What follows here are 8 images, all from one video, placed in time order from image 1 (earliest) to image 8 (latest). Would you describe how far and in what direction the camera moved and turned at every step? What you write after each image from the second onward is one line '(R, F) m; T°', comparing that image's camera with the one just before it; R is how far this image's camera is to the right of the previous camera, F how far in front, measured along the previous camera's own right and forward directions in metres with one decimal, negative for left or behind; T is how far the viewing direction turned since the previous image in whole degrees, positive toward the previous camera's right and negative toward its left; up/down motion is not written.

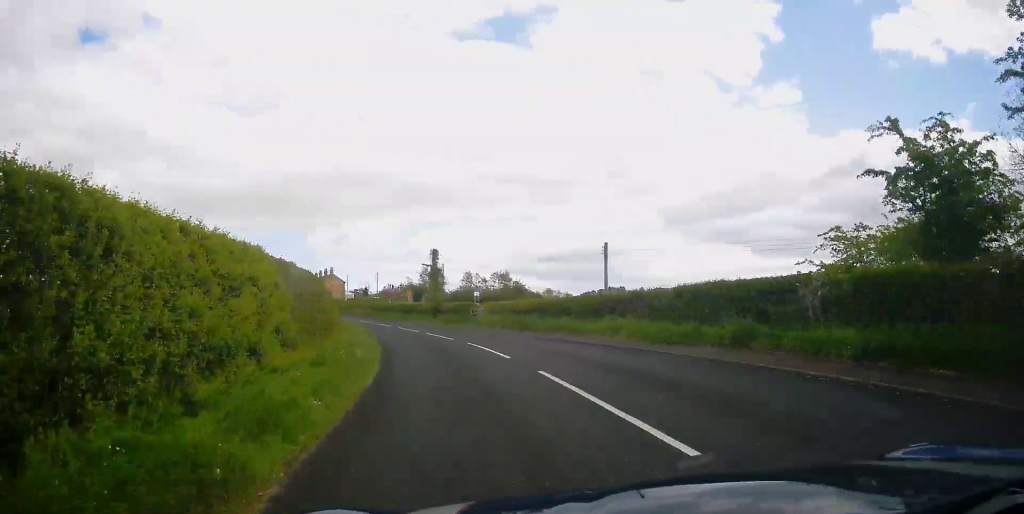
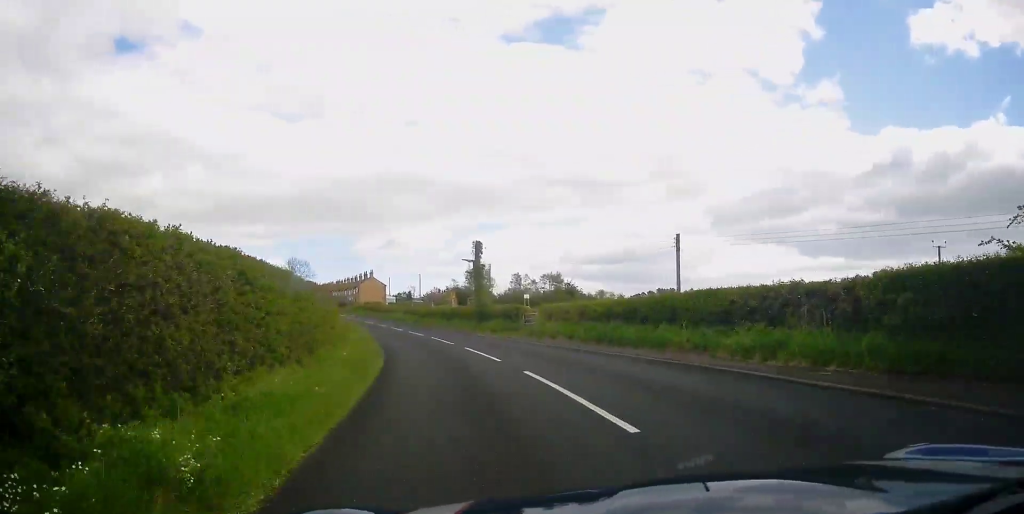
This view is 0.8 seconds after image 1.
(-0.3, +7.6) m; -5°
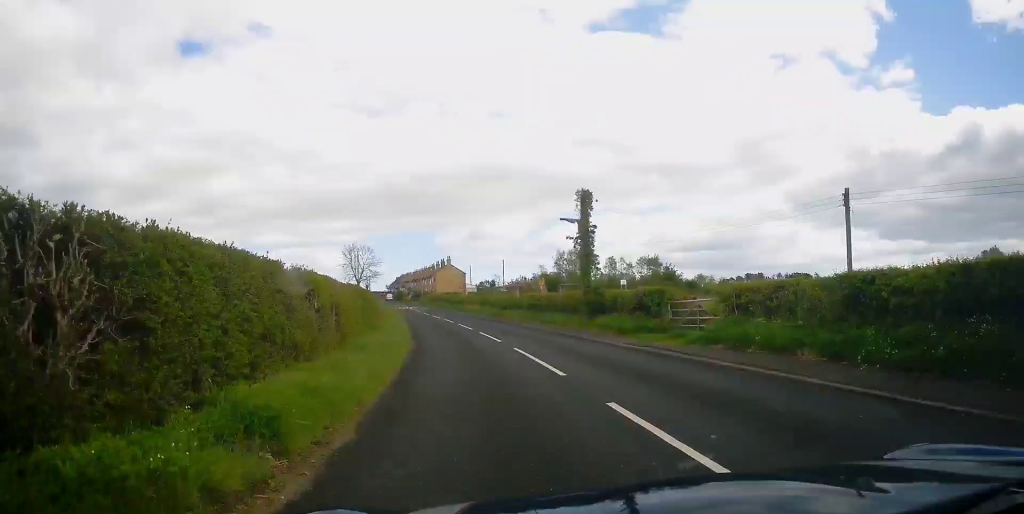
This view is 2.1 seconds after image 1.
(-0.9, +12.9) m; -6°
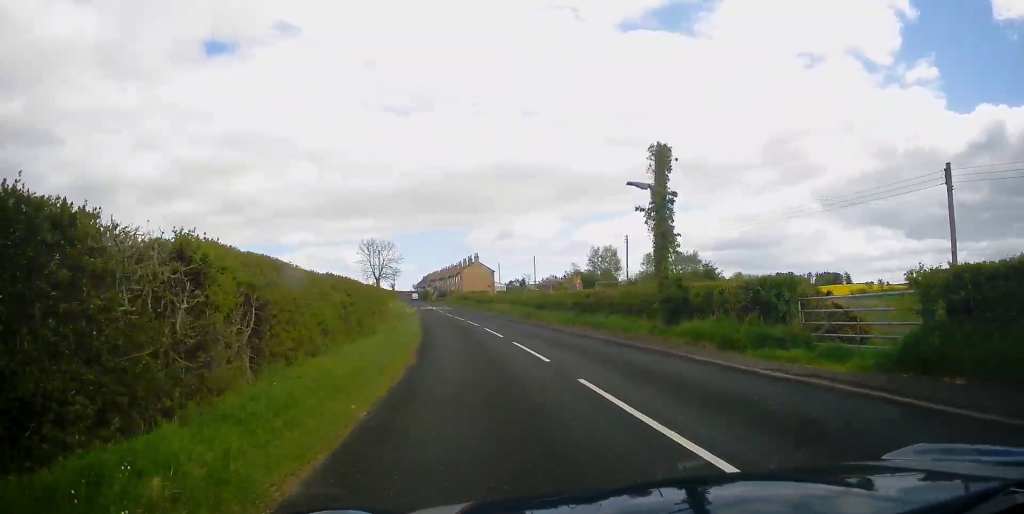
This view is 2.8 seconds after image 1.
(0.0, +7.2) m; -3°
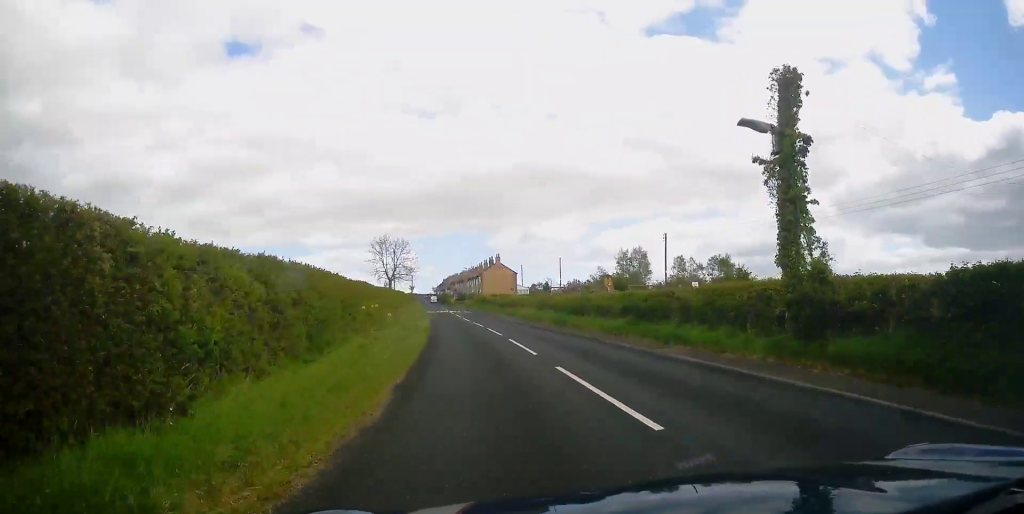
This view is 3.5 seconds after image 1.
(-0.2, +6.4) m; -4°
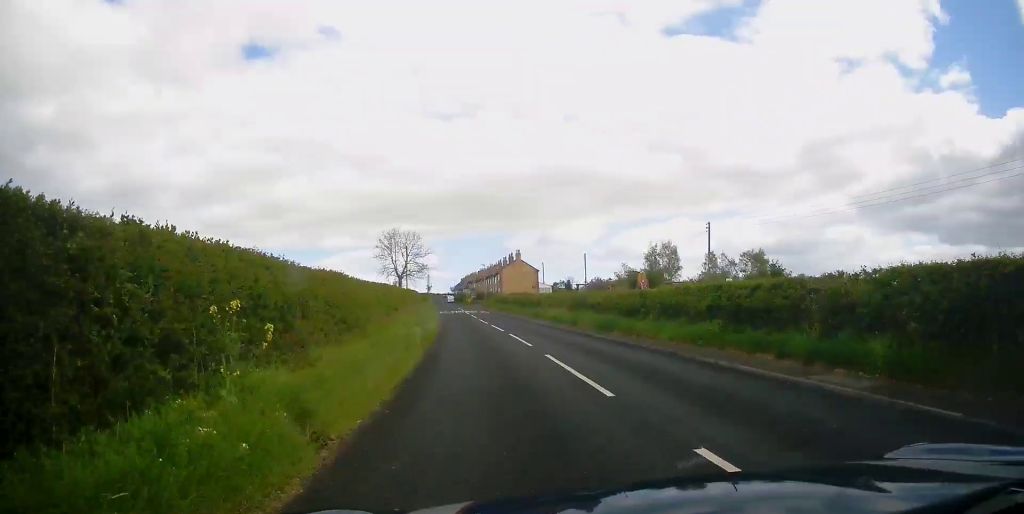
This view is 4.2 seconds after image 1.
(-0.4, +7.1) m; -5°
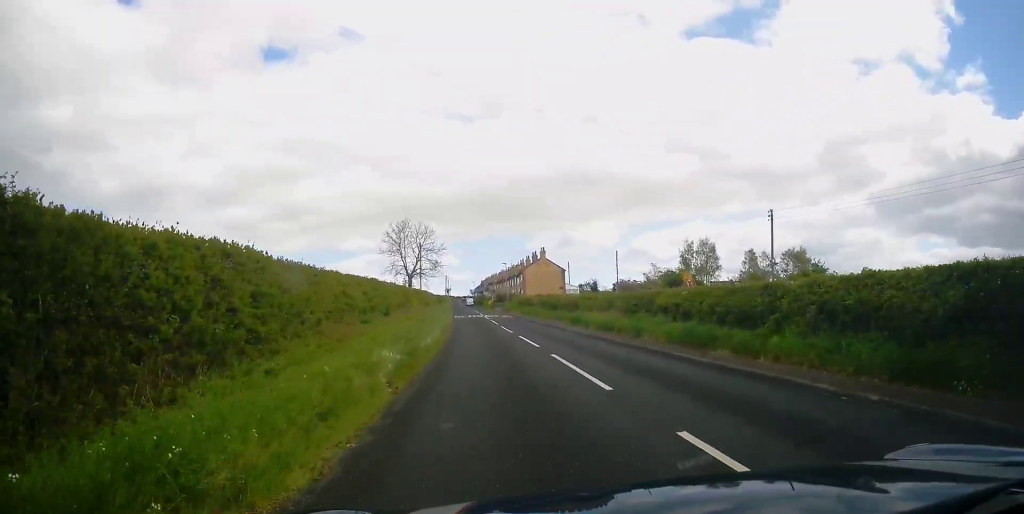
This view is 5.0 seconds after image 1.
(-0.3, +8.4) m; 0°
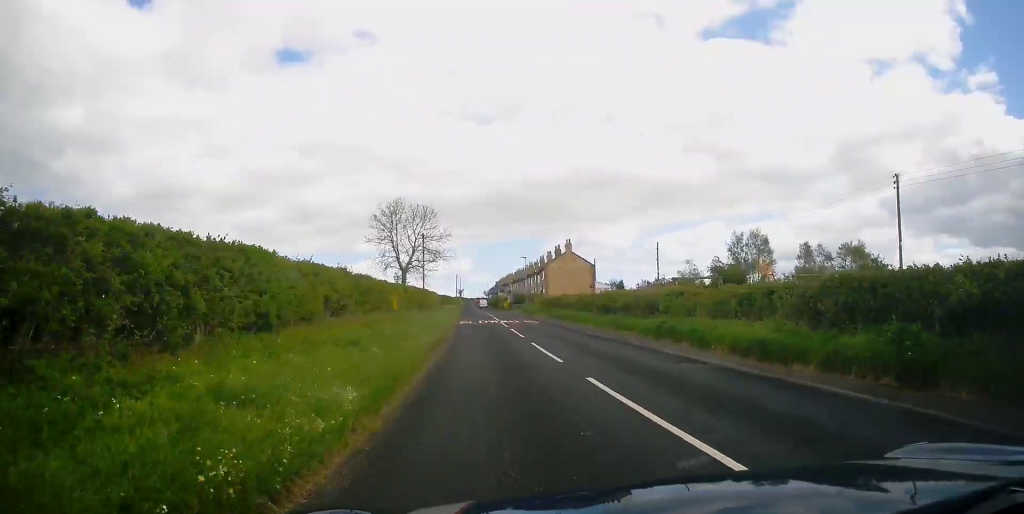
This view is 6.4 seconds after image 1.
(+0.2, +13.4) m; -1°
